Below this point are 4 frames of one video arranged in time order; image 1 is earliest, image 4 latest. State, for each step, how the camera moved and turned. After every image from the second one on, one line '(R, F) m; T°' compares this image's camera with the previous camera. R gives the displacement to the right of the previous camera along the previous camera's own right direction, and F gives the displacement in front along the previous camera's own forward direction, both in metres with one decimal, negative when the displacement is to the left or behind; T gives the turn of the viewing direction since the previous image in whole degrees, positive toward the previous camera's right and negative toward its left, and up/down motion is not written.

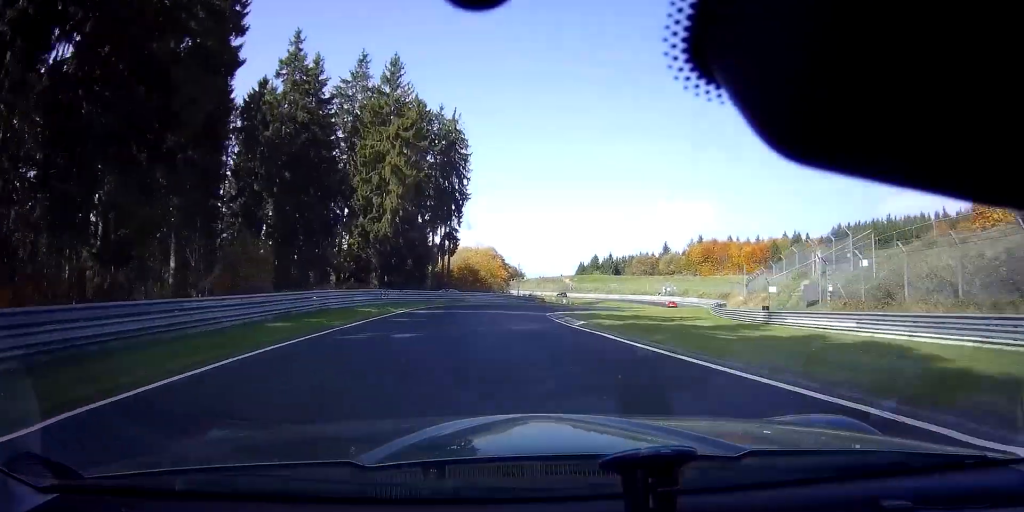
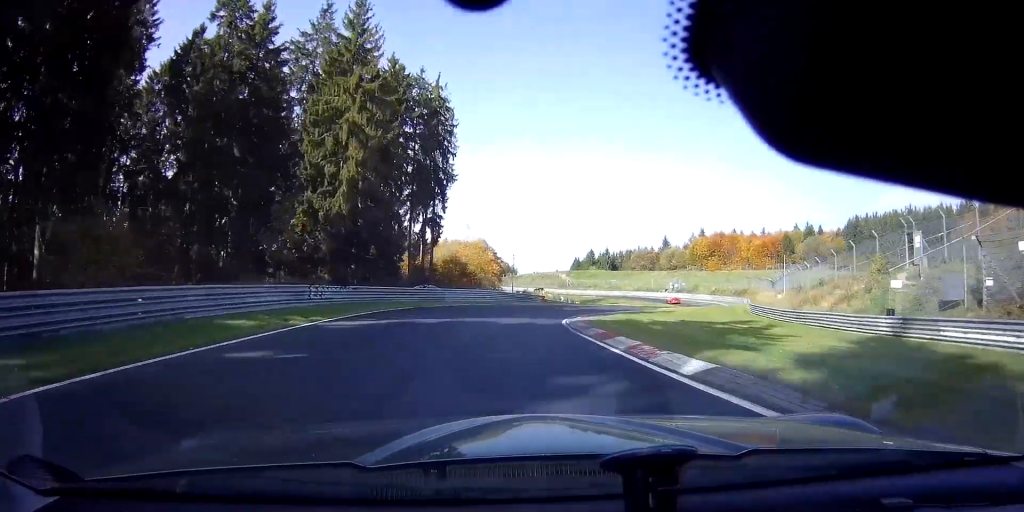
(+0.2, +12.5) m; +3°
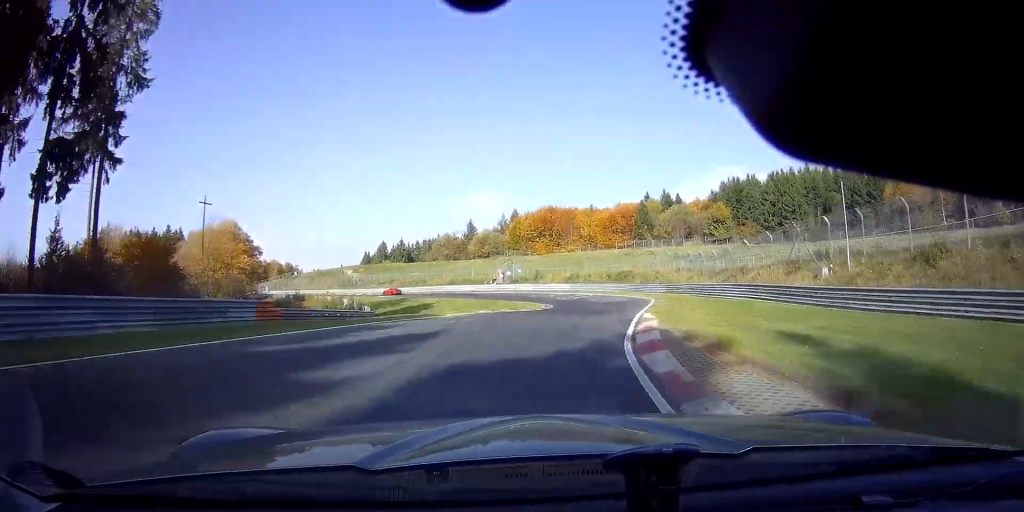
(+3.9, +37.4) m; +14°
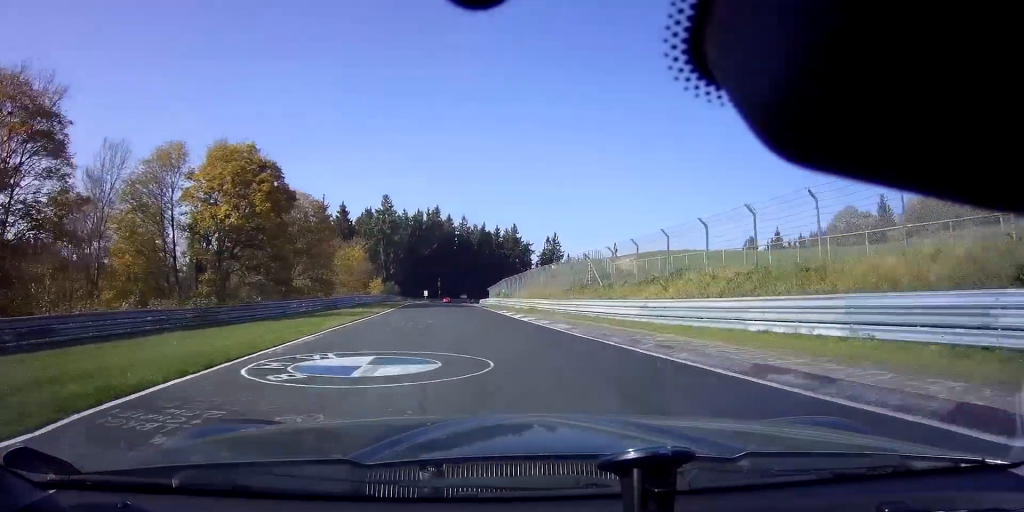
(-17.9, +84.1) m; -41°
